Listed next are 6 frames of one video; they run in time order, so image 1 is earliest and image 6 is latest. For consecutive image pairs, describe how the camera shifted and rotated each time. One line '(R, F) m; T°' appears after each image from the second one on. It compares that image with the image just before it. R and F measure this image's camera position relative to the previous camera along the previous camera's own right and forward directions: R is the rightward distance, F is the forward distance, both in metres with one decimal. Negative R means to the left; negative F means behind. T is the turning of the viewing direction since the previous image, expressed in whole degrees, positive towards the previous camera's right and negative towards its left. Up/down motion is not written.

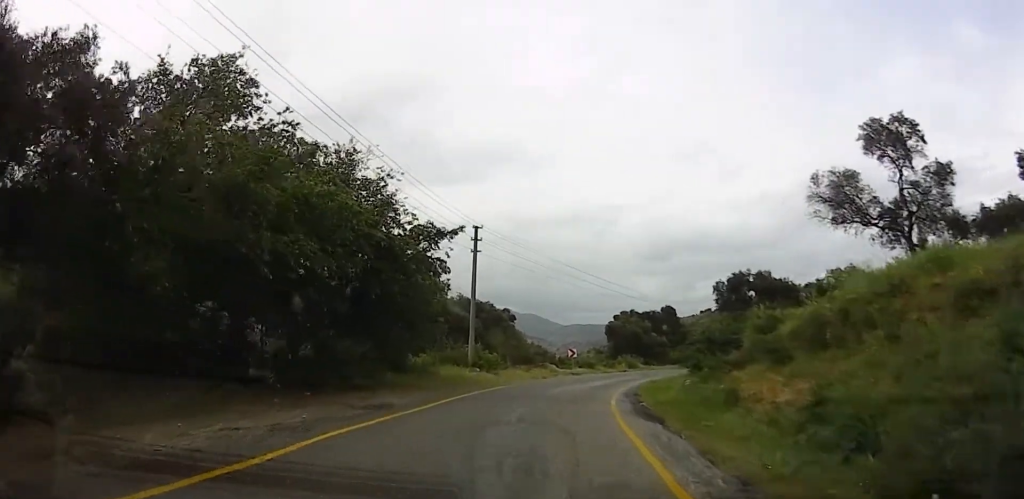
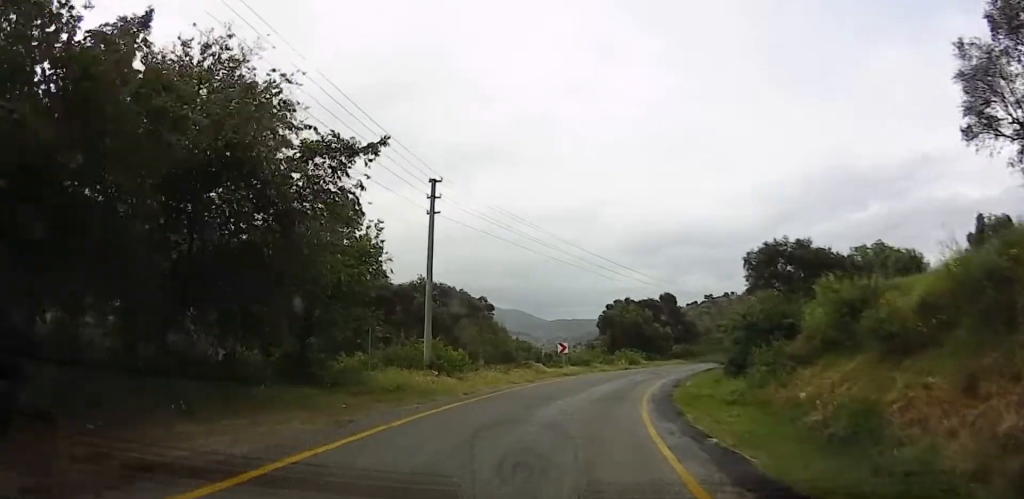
(+0.1, +7.5) m; +4°
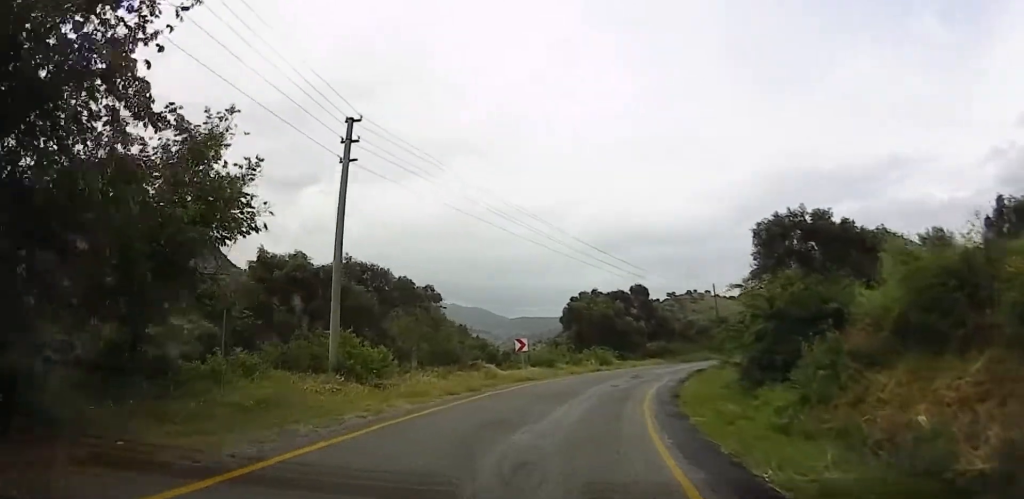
(+0.2, +5.8) m; +3°
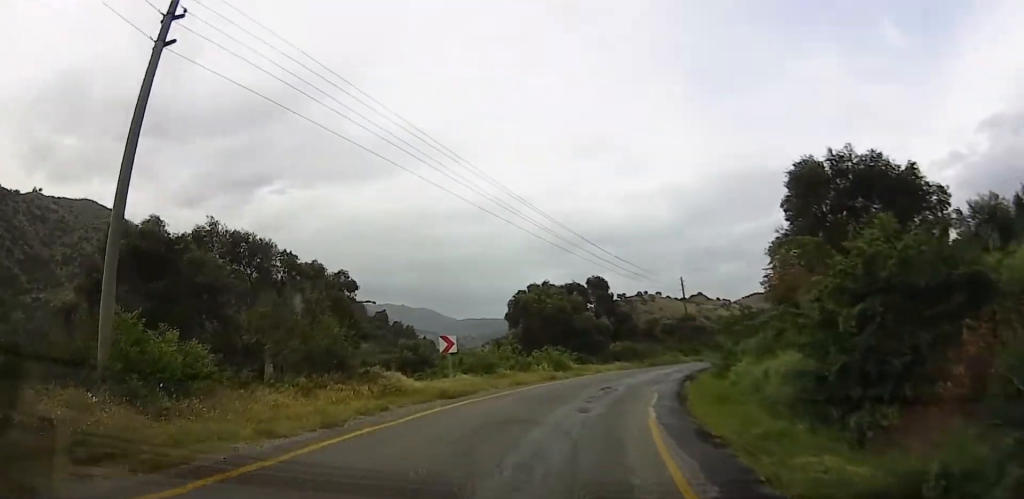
(+0.2, +7.2) m; +2°
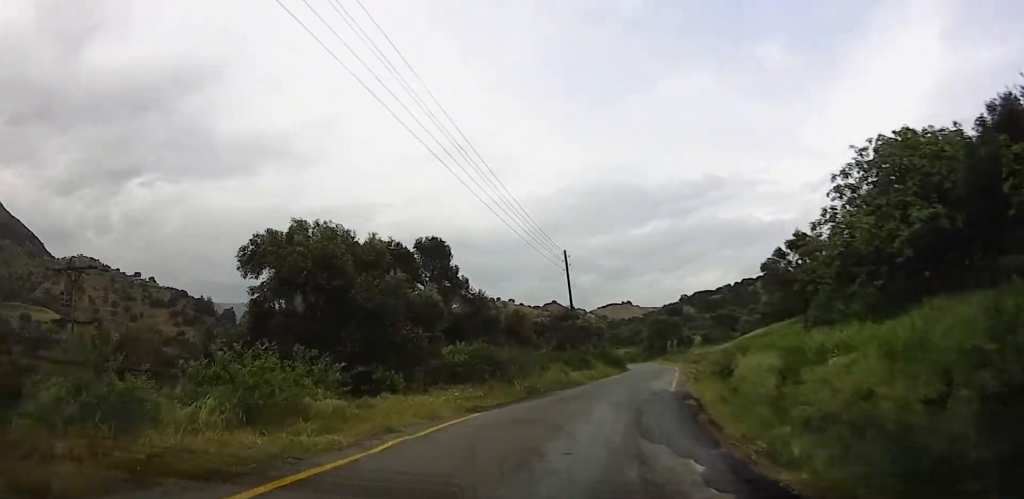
(+1.9, +18.0) m; +17°
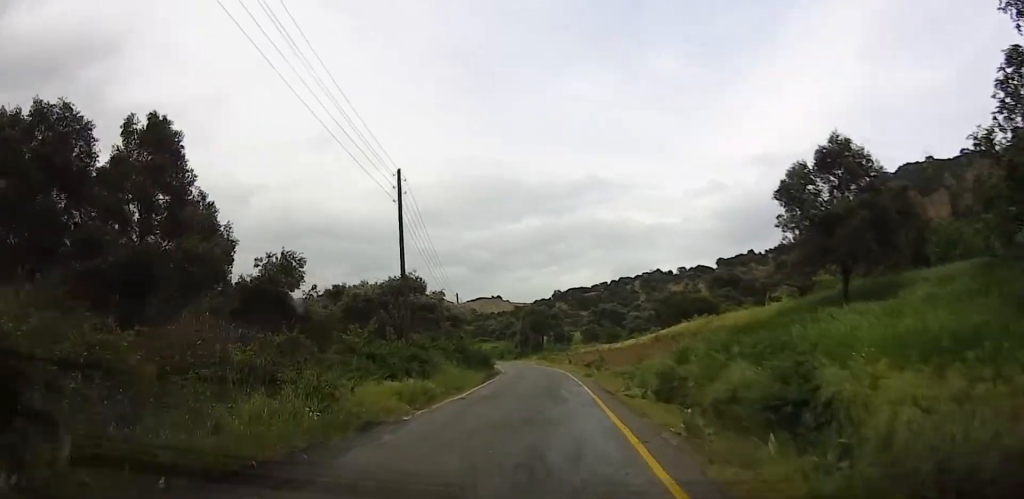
(+1.1, +14.5) m; +6°
